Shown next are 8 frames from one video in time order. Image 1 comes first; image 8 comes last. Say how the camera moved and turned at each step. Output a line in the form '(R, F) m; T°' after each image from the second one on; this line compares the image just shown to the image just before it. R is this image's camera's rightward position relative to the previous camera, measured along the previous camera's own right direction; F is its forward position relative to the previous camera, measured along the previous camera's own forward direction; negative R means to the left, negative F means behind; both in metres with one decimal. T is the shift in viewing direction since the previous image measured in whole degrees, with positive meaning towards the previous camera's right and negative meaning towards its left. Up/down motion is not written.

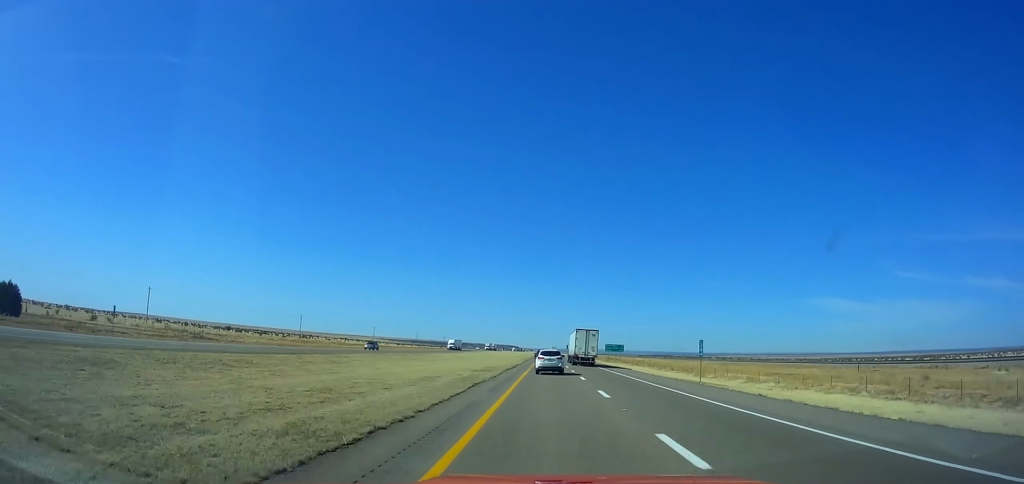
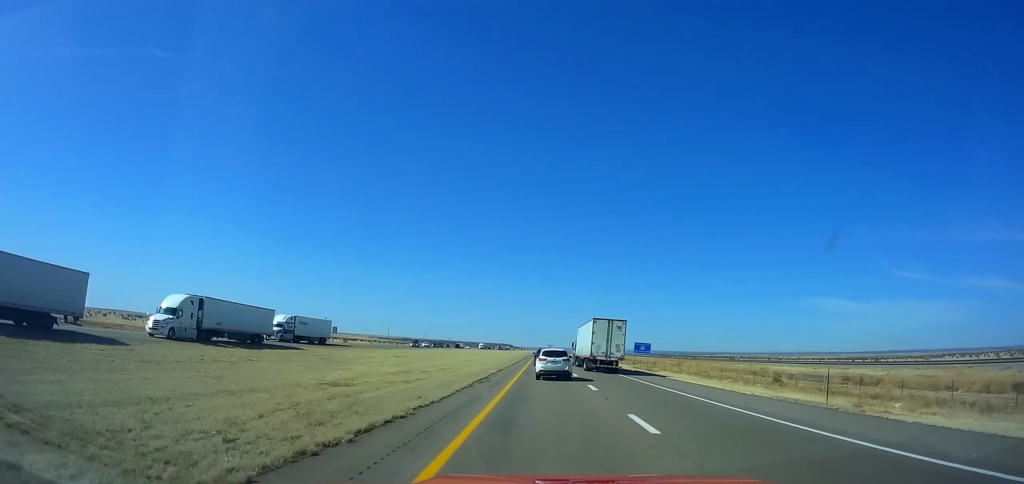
(+0.3, +176.8) m; 0°
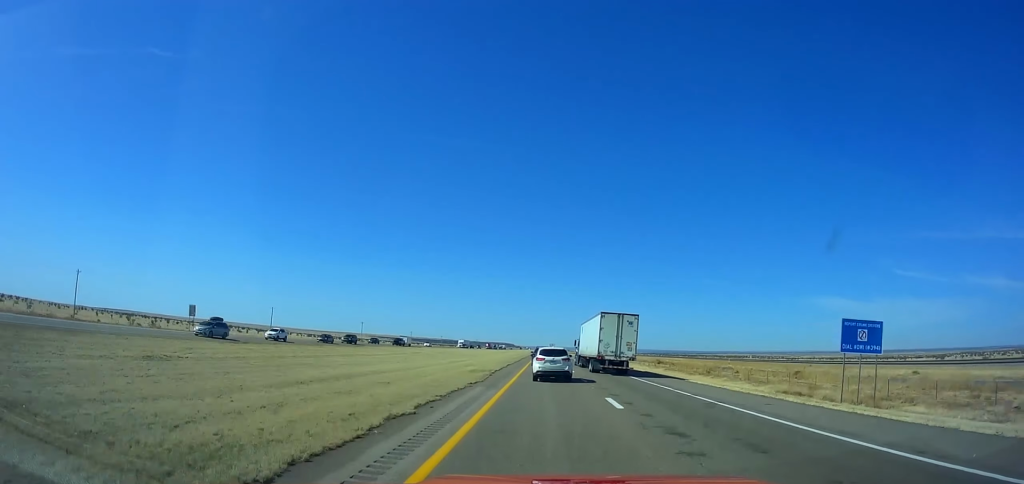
(0.0, +56.6) m; 0°
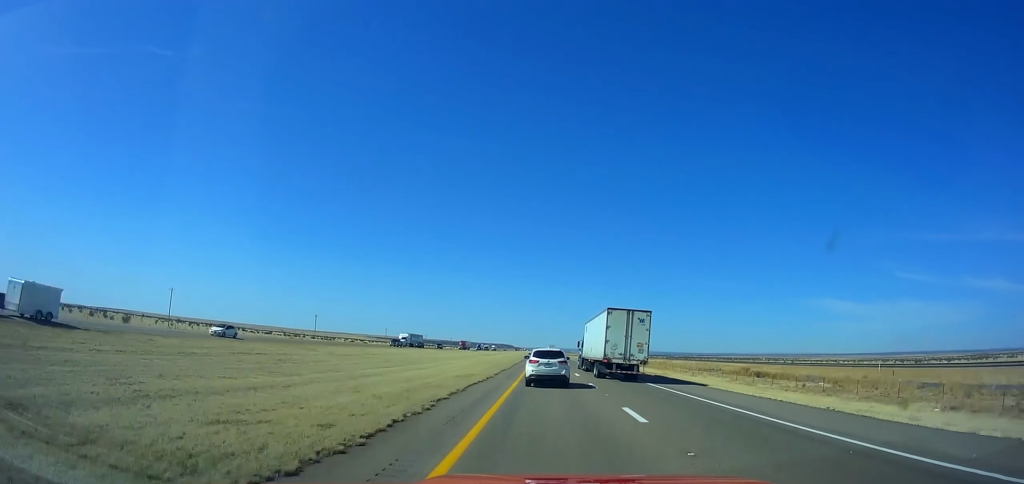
(-0.2, +63.6) m; 0°
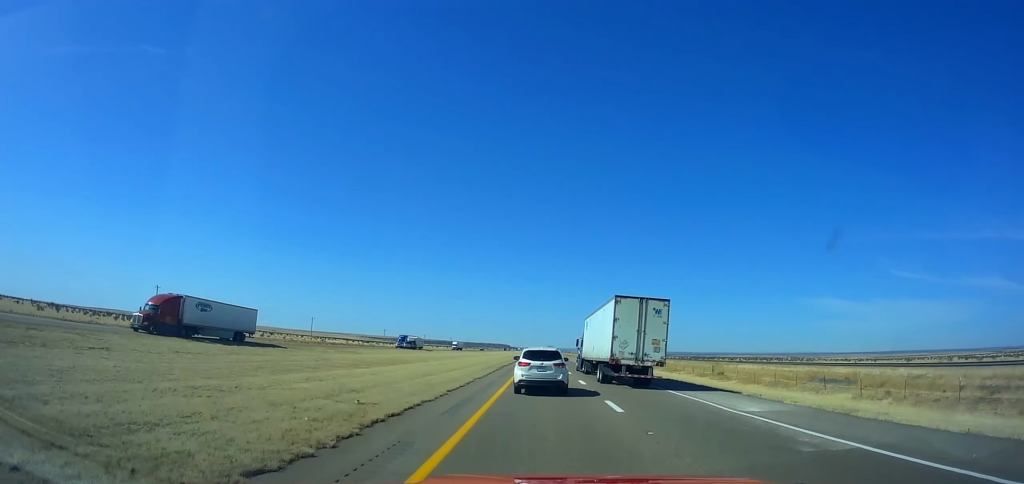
(+0.1, +107.3) m; 0°
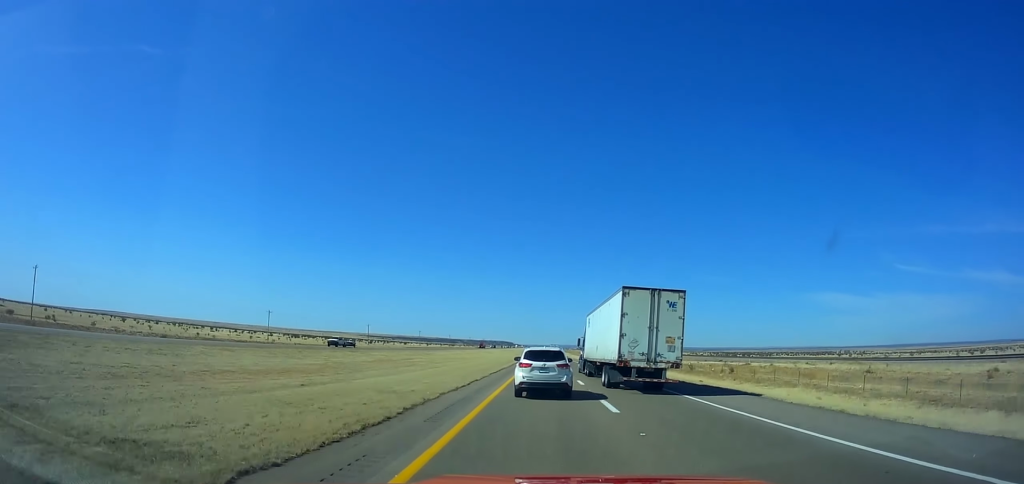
(-0.4, +148.9) m; 0°
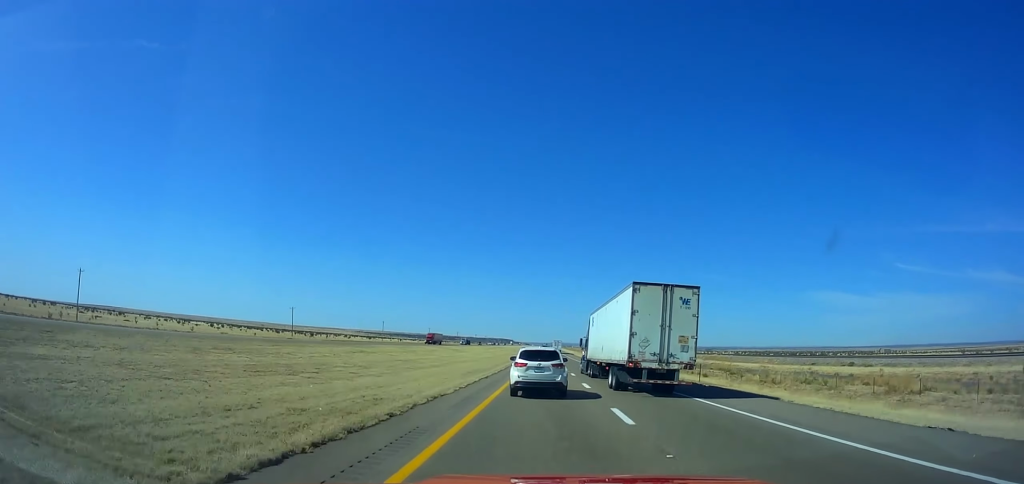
(0.0, +89.3) m; 0°
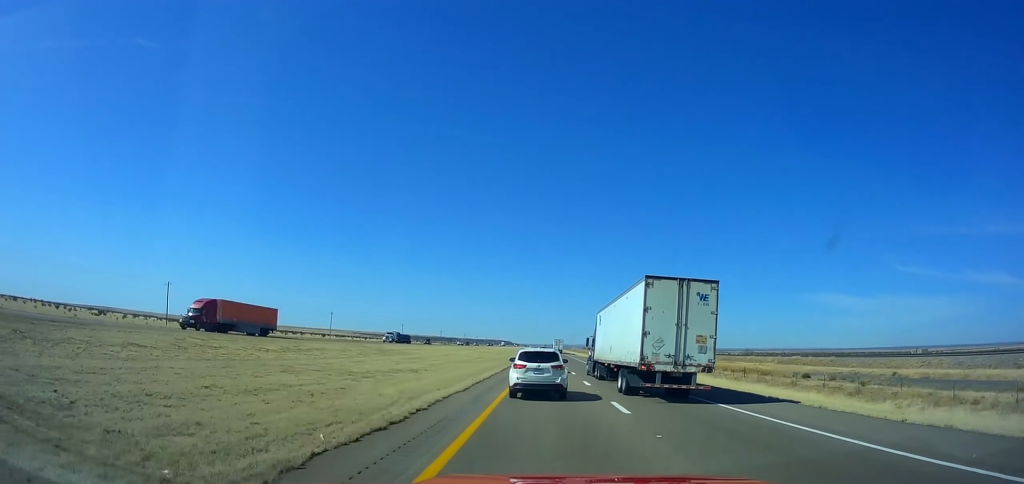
(+0.2, +71.1) m; 0°
